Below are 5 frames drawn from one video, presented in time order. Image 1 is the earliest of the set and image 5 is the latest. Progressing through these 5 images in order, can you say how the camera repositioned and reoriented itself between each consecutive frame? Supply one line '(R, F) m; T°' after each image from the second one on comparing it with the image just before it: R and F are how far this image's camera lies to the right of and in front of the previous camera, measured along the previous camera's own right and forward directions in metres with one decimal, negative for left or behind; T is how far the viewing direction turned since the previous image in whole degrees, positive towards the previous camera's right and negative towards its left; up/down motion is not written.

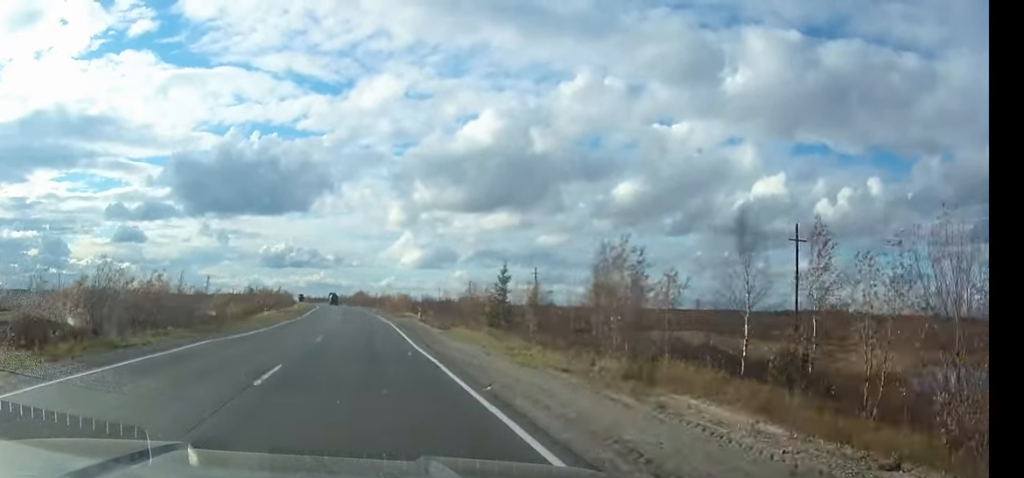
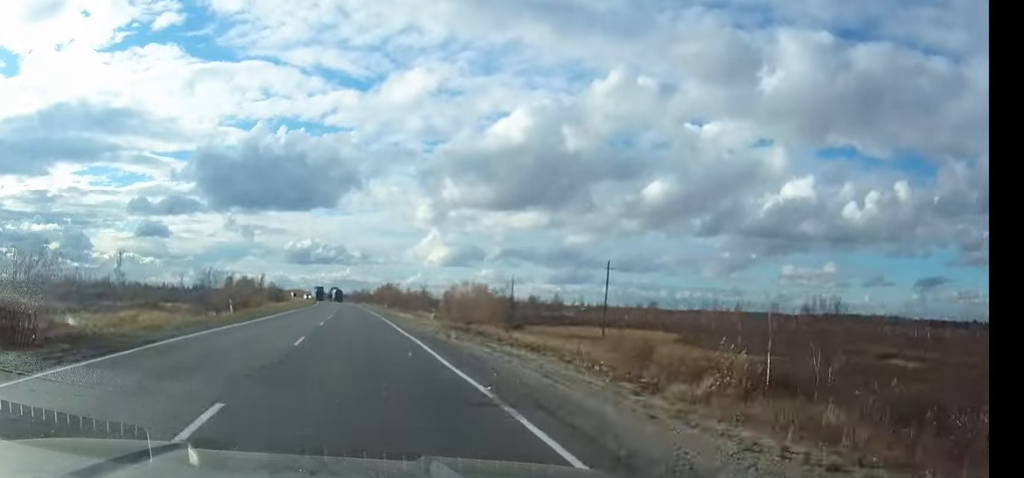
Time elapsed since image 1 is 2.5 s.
(-1.2, +68.4) m; -2°
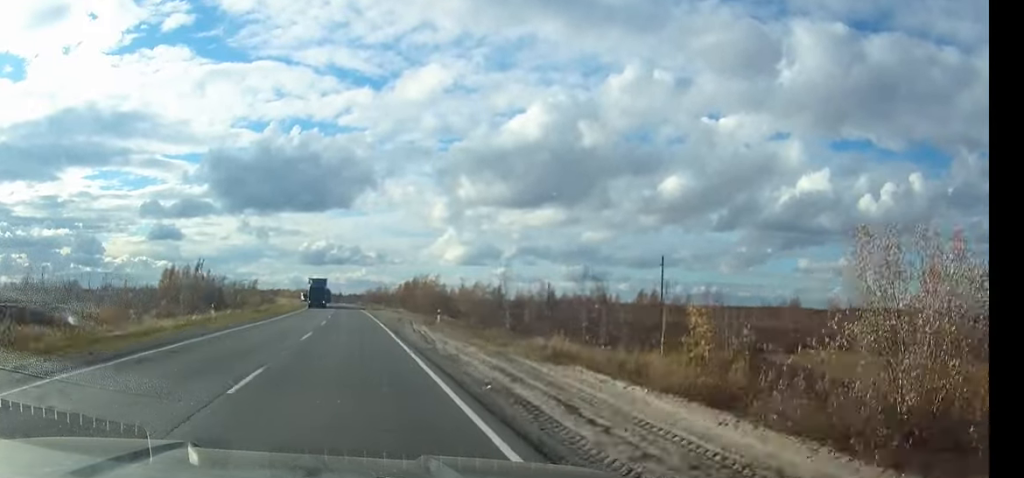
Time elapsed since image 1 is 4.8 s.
(-0.9, +58.0) m; -2°
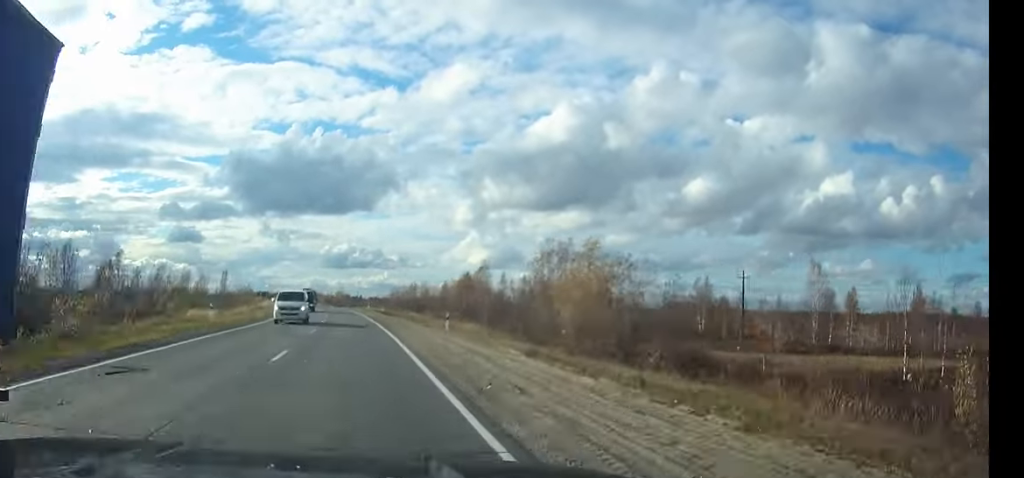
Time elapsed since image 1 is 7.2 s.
(-1.0, +54.5) m; -2°
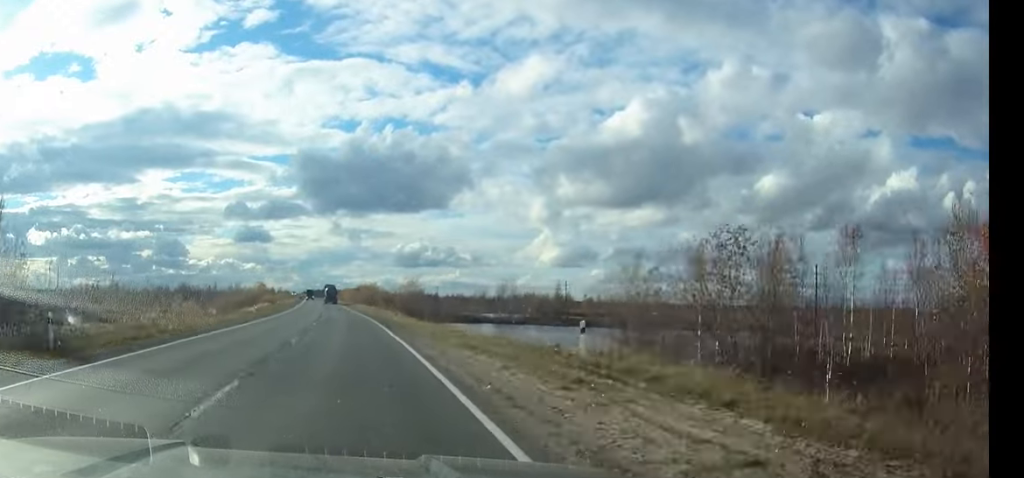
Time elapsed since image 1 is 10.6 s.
(-4.0, +78.3) m; -6°
